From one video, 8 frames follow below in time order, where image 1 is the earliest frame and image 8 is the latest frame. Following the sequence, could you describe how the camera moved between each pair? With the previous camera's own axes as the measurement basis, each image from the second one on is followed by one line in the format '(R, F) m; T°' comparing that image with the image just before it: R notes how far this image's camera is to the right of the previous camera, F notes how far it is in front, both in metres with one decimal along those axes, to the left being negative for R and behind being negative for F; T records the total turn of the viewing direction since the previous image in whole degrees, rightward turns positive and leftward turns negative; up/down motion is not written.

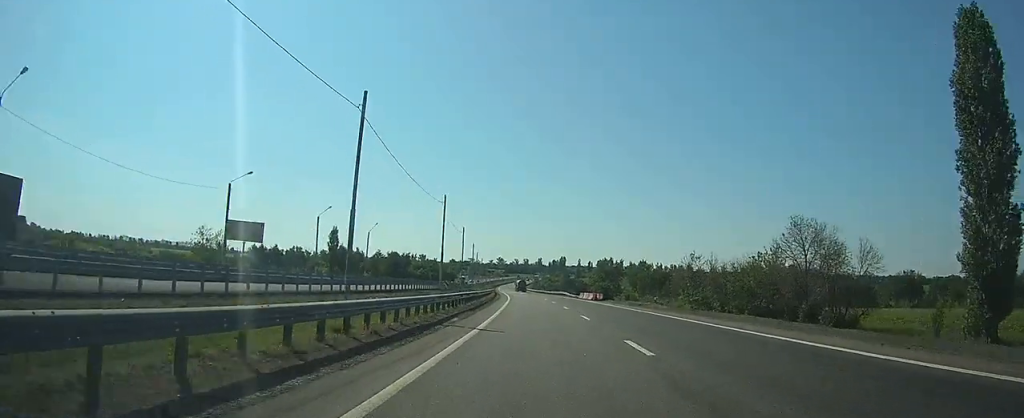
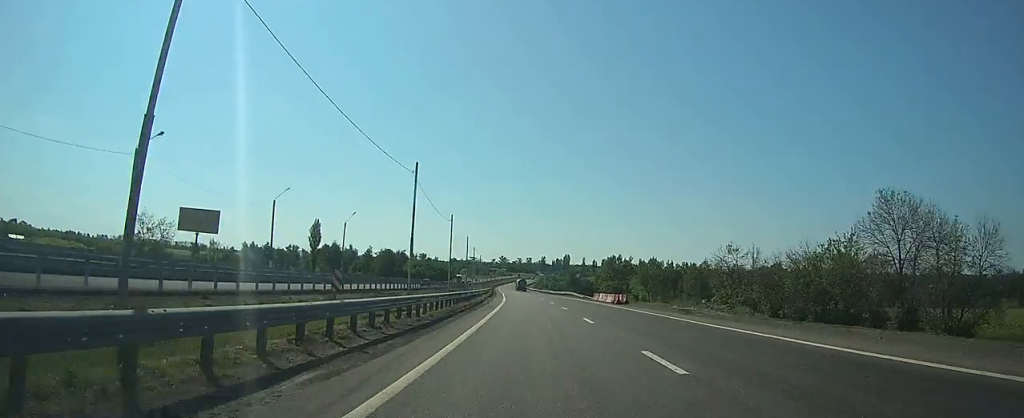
(0.0, +14.5) m; 0°
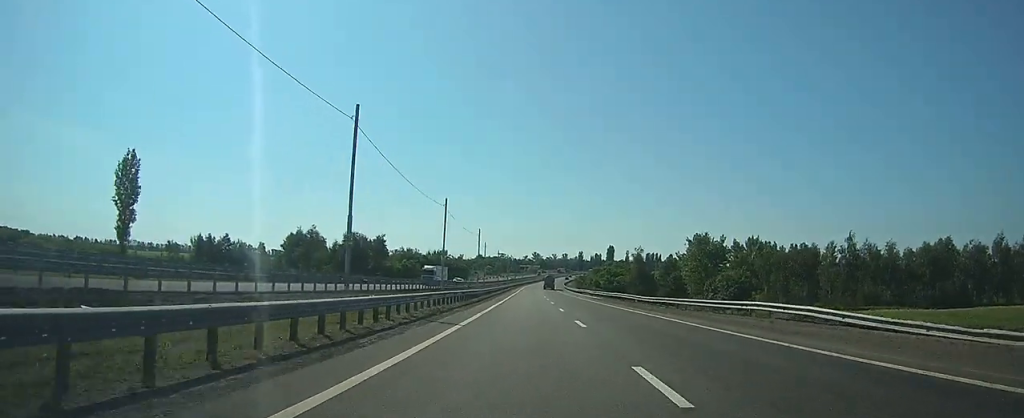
(-2.0, +74.3) m; -3°
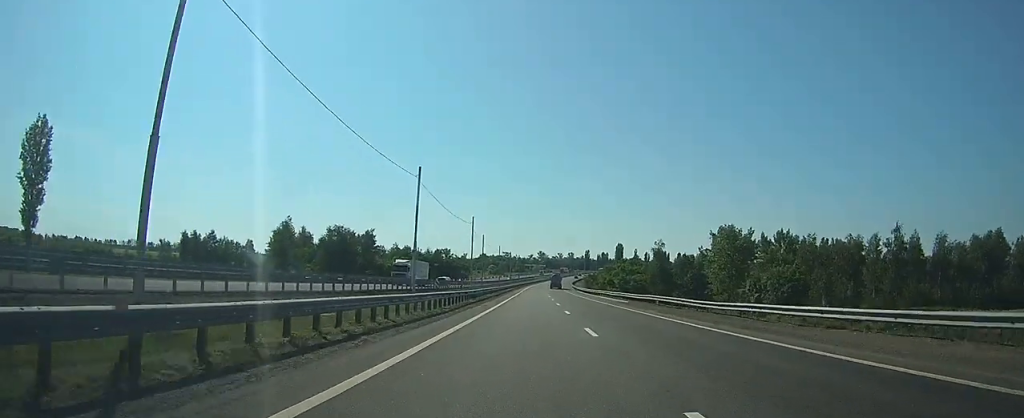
(0.0, +15.3) m; 0°
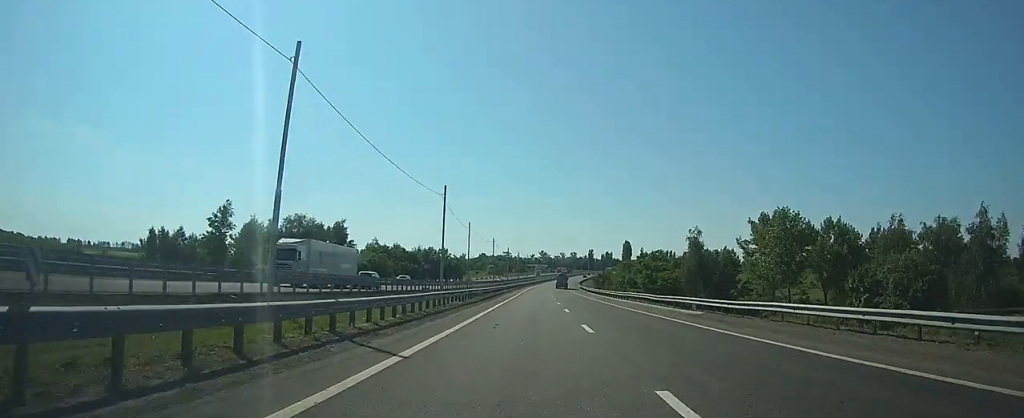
(-0.2, +22.8) m; -1°
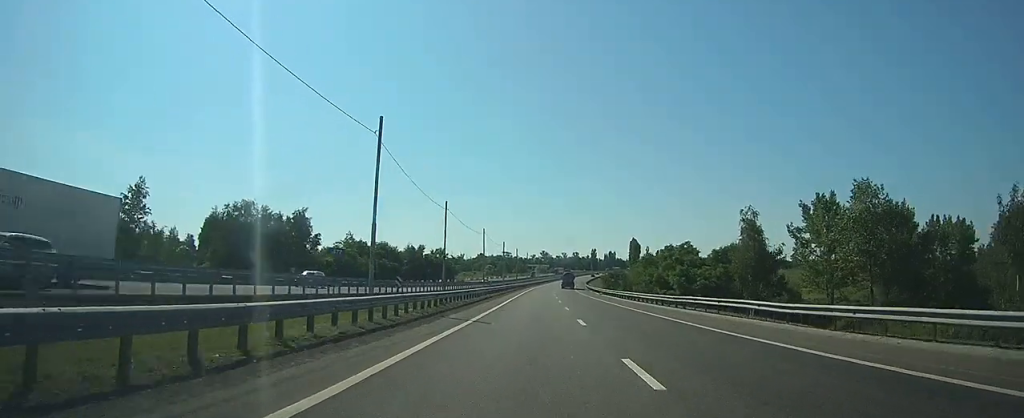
(-0.1, +20.9) m; 0°
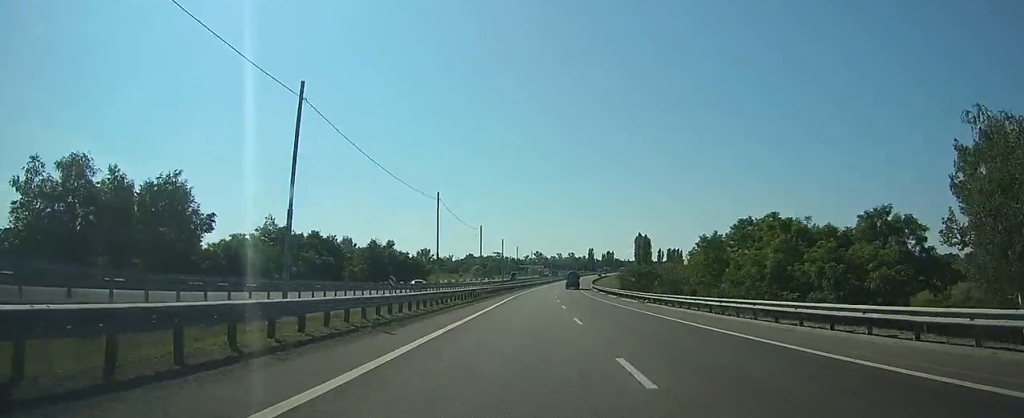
(-0.2, +35.9) m; 0°
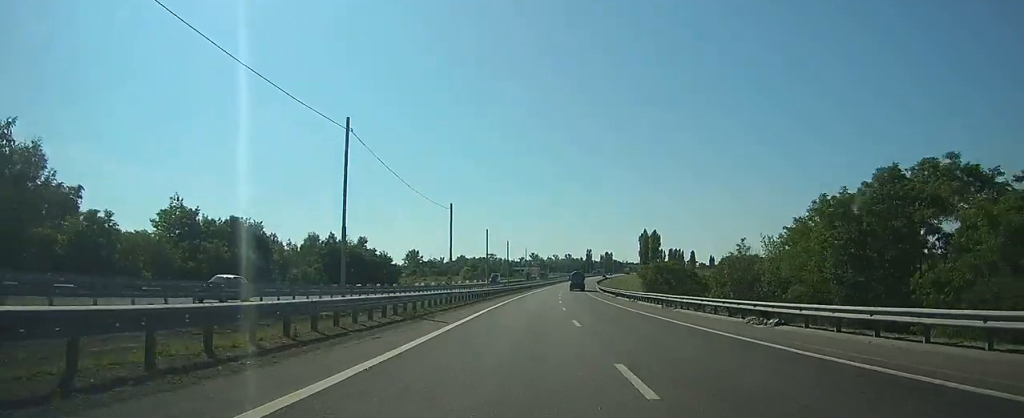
(+0.2, +24.5) m; +1°
